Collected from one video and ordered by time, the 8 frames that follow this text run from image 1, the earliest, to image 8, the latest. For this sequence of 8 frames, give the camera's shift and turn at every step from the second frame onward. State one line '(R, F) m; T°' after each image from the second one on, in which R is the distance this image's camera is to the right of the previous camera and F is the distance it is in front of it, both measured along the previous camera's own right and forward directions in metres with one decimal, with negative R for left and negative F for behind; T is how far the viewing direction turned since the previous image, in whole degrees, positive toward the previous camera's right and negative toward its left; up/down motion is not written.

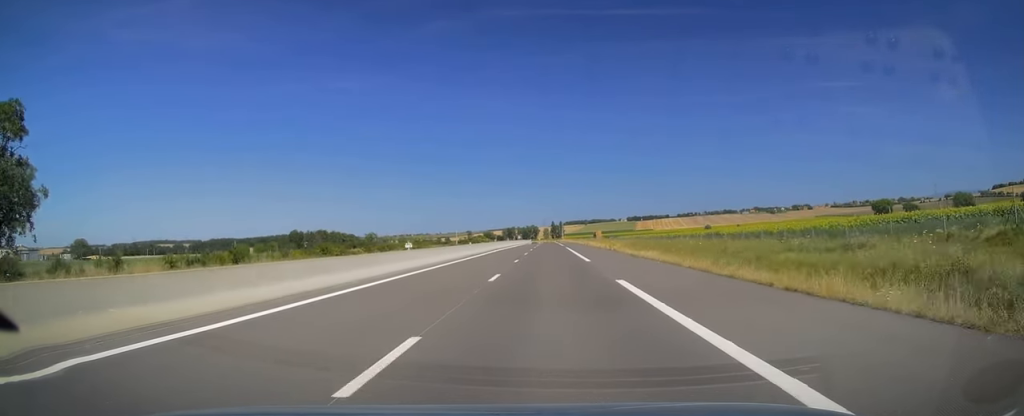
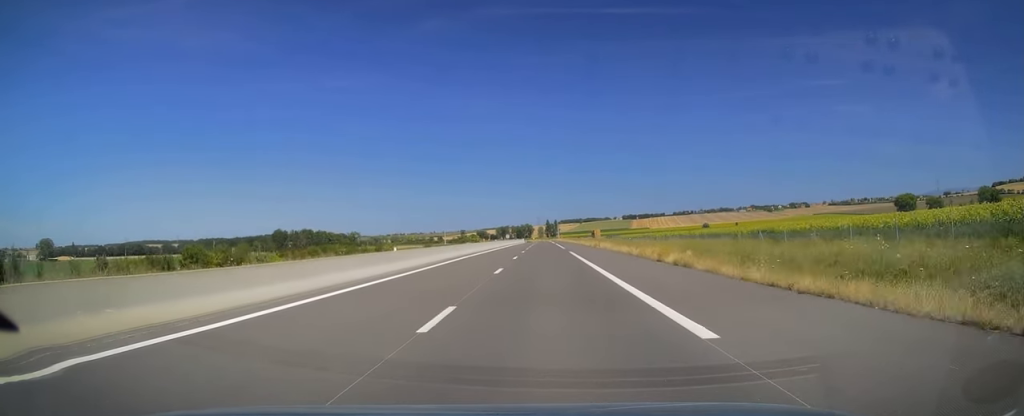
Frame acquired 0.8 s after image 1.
(+0.1, +22.6) m; 0°
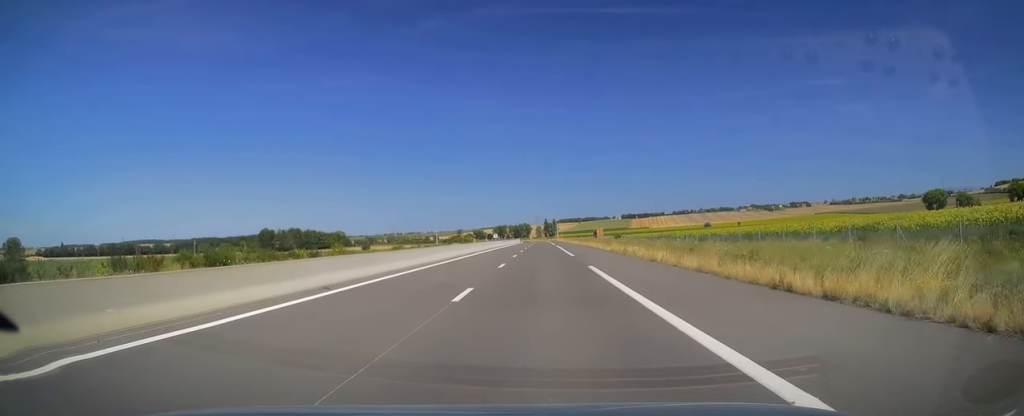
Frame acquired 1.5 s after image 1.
(+0.3, +22.1) m; 0°
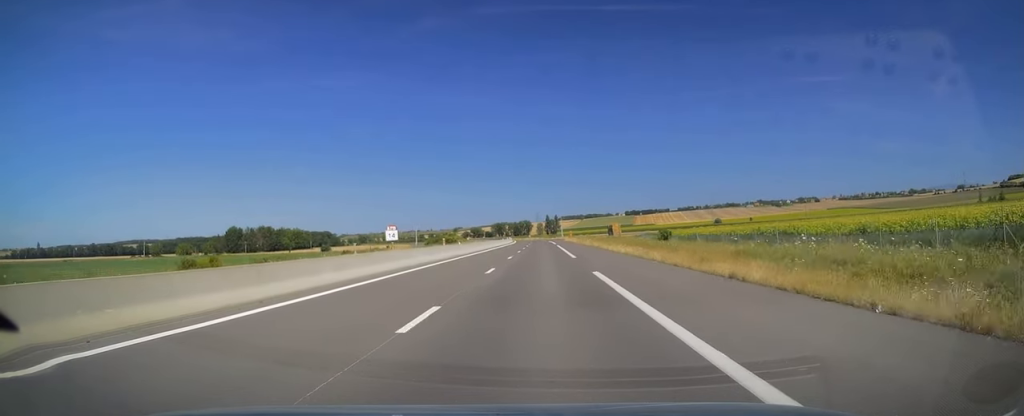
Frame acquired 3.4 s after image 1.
(-0.1, +56.1) m; +1°
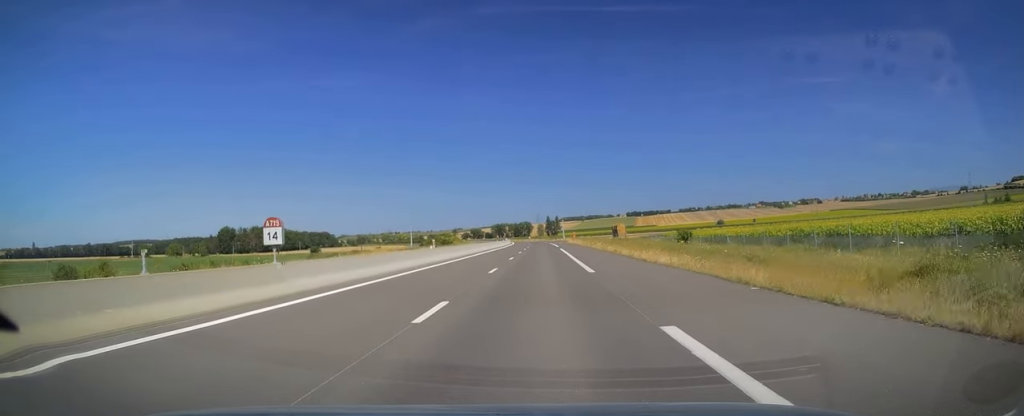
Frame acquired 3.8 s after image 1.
(0.0, +11.8) m; 0°
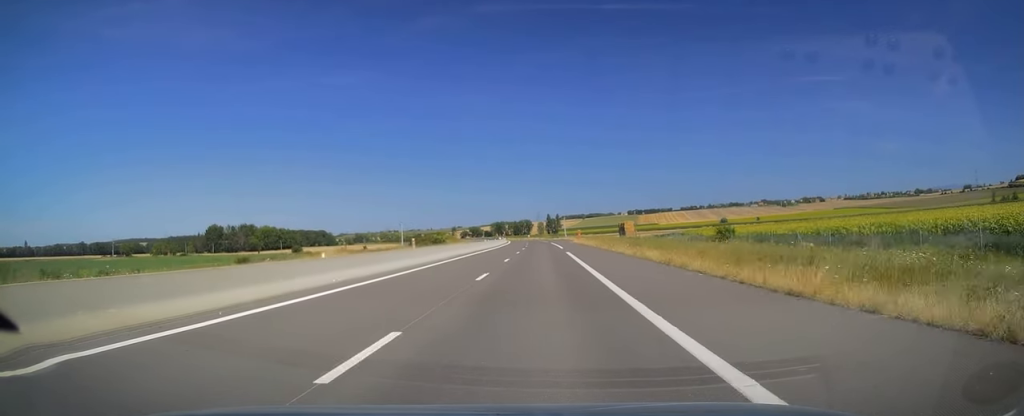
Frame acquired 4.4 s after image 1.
(+0.1, +17.2) m; 0°
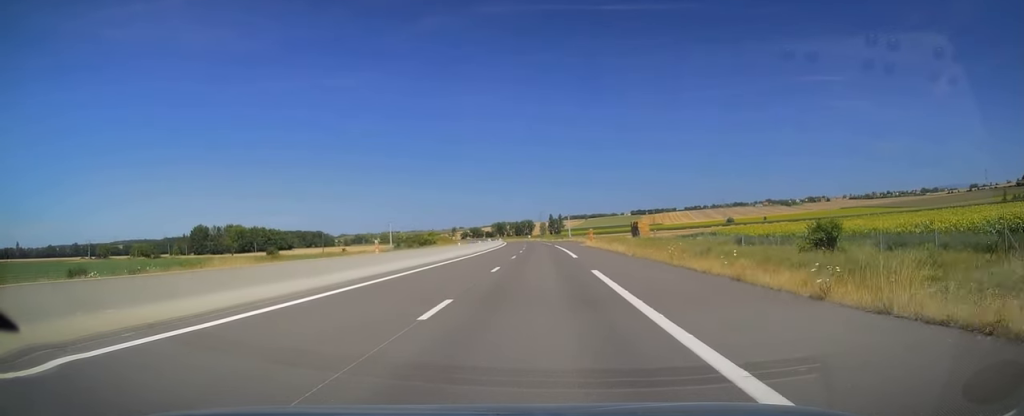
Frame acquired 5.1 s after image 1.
(-0.3, +21.7) m; 0°
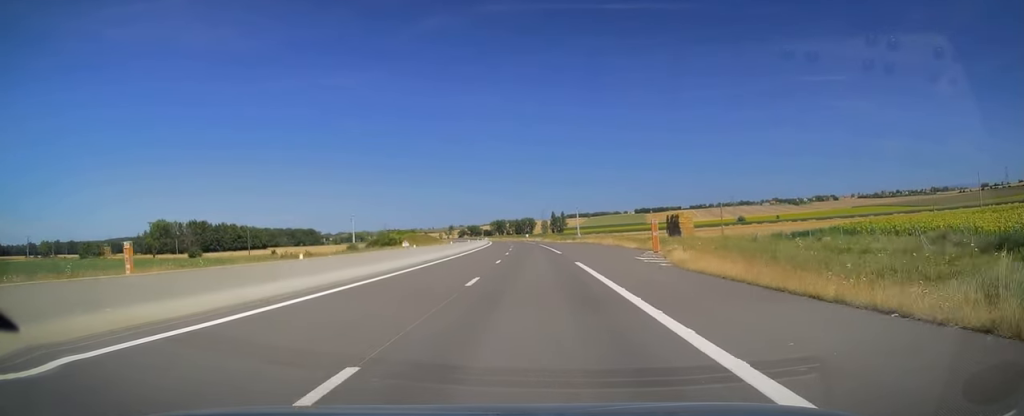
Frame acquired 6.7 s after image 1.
(+0.2, +45.7) m; 0°
